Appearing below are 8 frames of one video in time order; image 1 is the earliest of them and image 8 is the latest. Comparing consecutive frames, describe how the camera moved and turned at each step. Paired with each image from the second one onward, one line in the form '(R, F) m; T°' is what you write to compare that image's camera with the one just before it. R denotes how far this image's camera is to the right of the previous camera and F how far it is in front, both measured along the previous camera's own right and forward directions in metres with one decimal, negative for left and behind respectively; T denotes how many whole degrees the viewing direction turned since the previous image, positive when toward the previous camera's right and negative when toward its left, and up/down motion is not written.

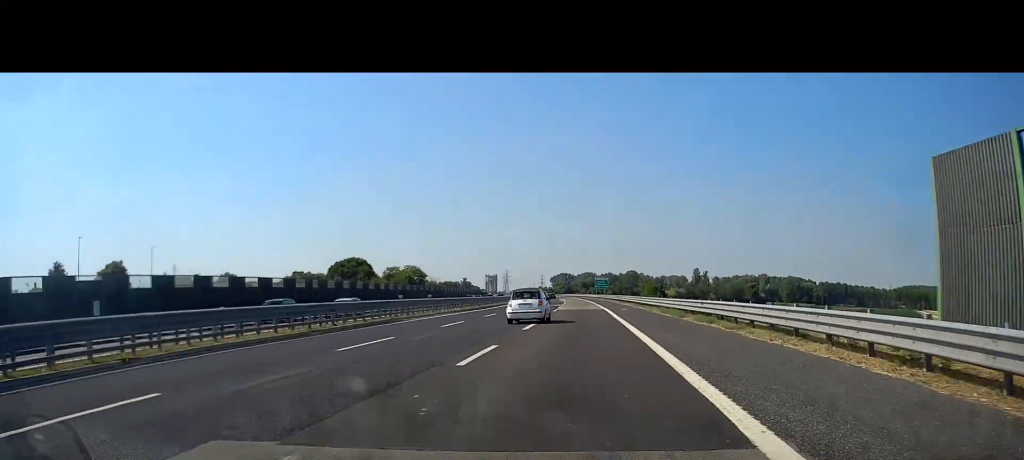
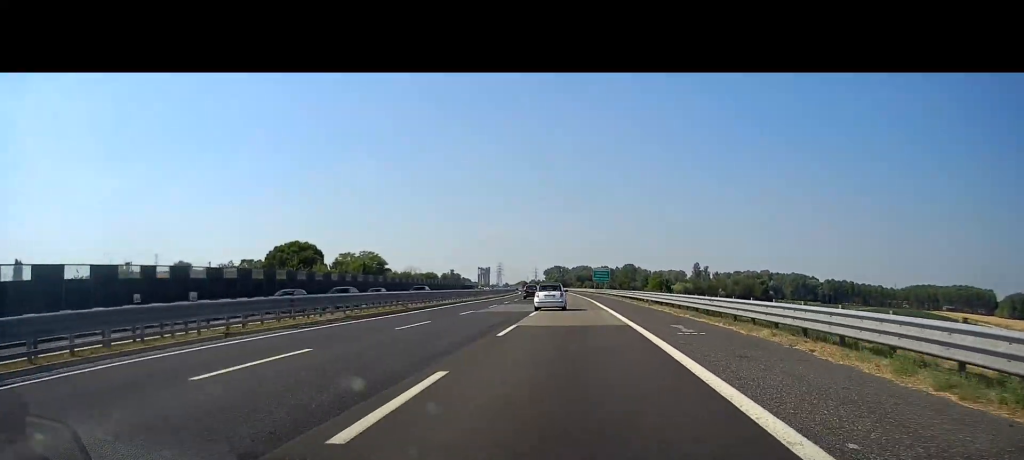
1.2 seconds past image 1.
(+0.2, +30.4) m; +1°
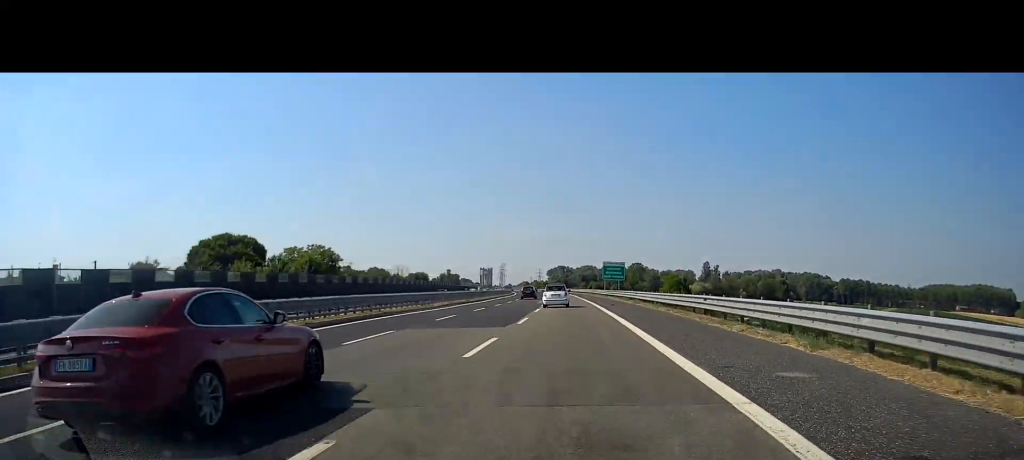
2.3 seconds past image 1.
(+0.2, +28.8) m; 0°
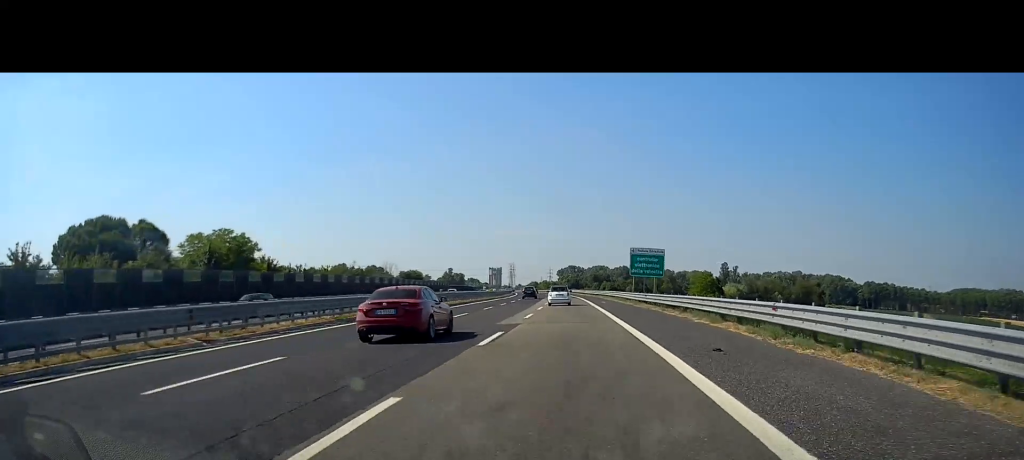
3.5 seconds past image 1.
(-0.1, +32.3) m; -1°
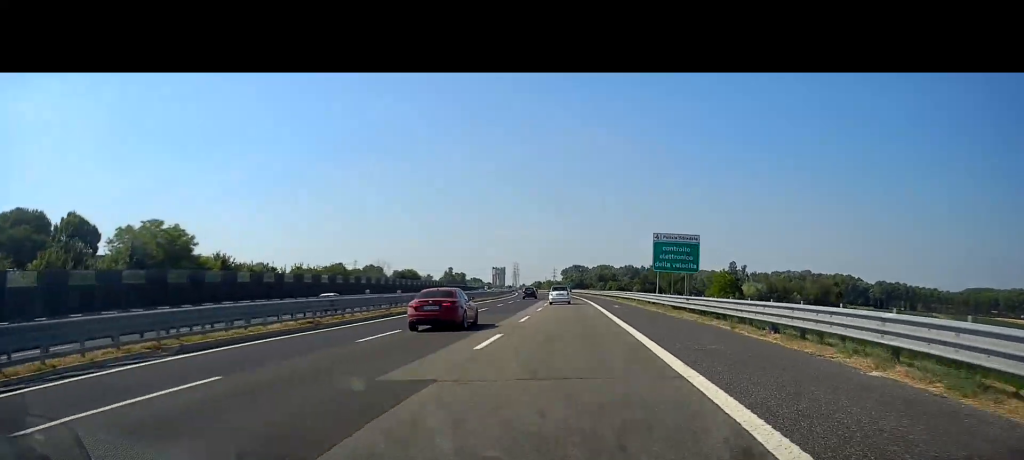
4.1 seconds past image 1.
(0.0, +14.9) m; -1°
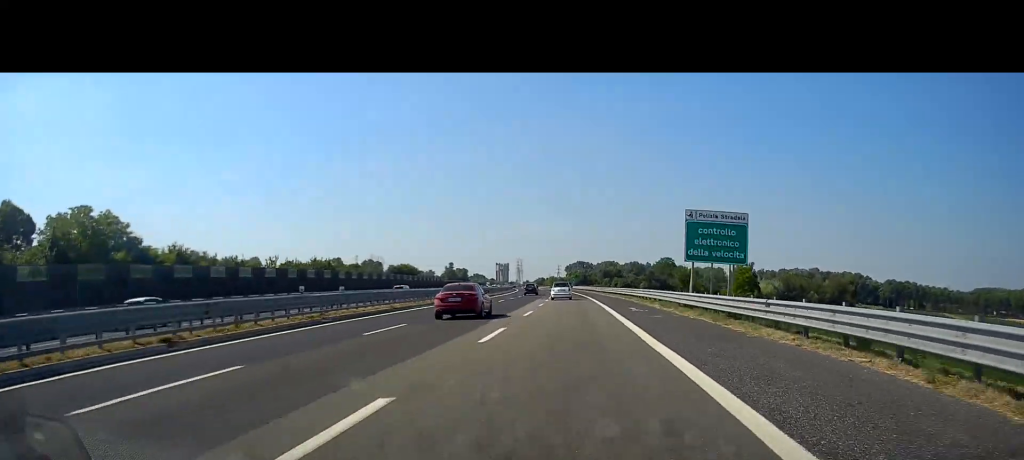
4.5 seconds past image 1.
(-0.1, +11.4) m; -1°
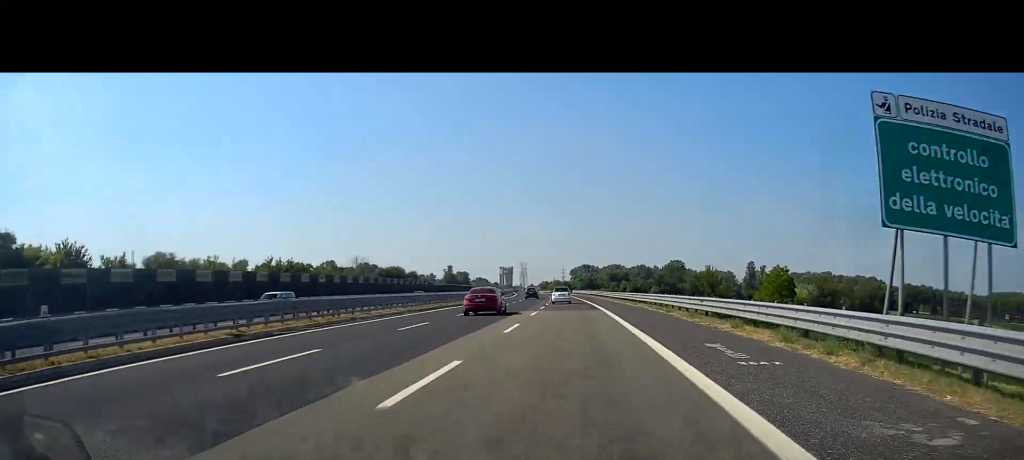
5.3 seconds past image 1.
(-0.1, +20.2) m; -1°
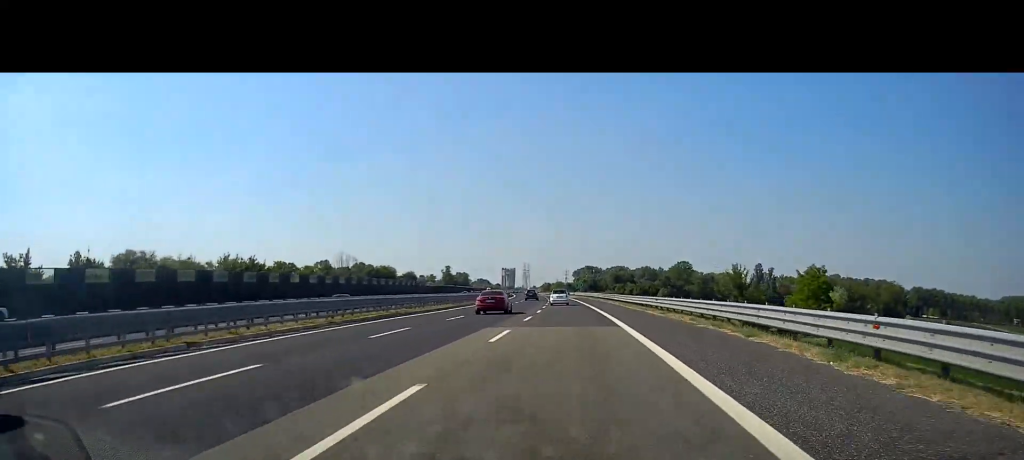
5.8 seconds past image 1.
(-0.2, +14.9) m; 0°
